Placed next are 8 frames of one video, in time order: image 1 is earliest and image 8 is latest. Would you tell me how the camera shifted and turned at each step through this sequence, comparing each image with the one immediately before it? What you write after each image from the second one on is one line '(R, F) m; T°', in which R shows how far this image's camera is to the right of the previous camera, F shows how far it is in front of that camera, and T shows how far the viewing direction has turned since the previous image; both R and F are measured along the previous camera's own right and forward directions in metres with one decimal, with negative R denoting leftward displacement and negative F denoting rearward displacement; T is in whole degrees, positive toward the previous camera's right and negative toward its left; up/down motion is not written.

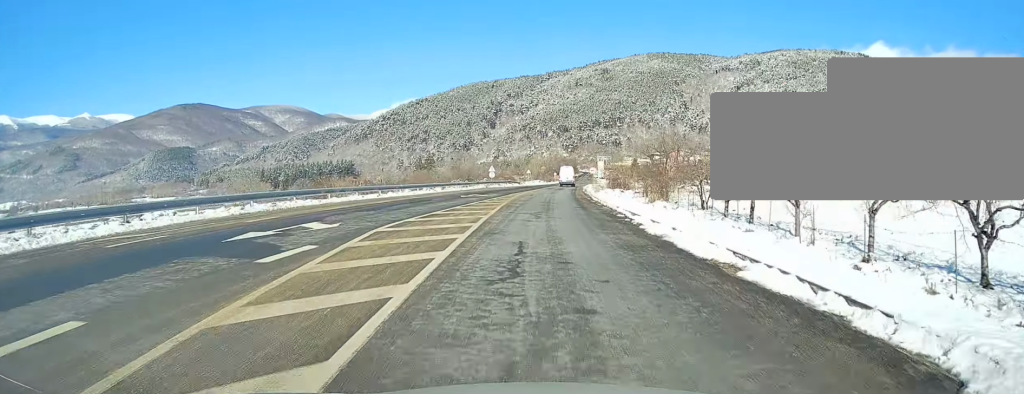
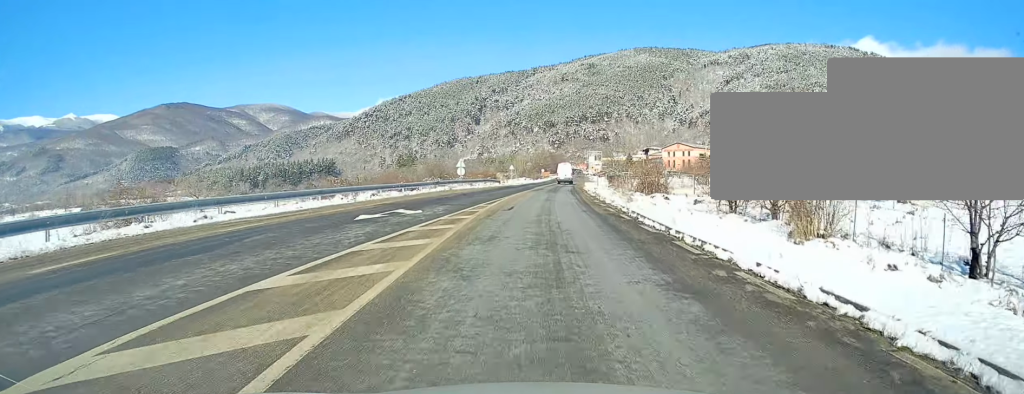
(+0.3, +20.1) m; +1°
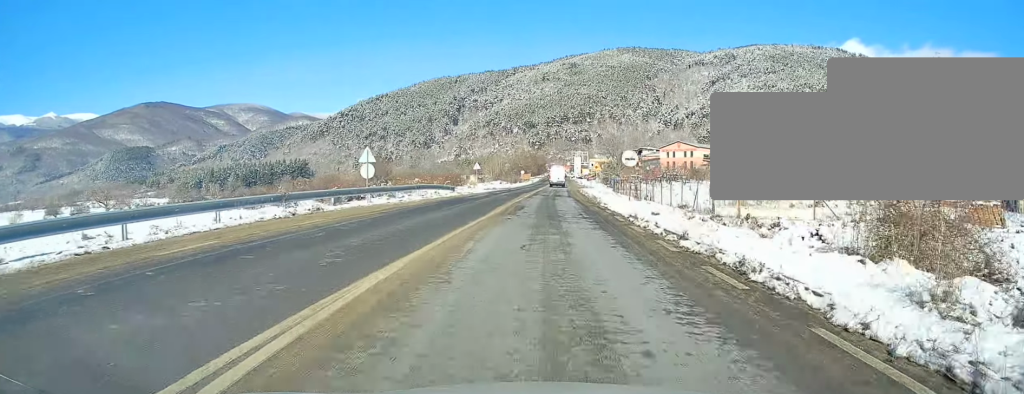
(+0.2, +27.0) m; +1°
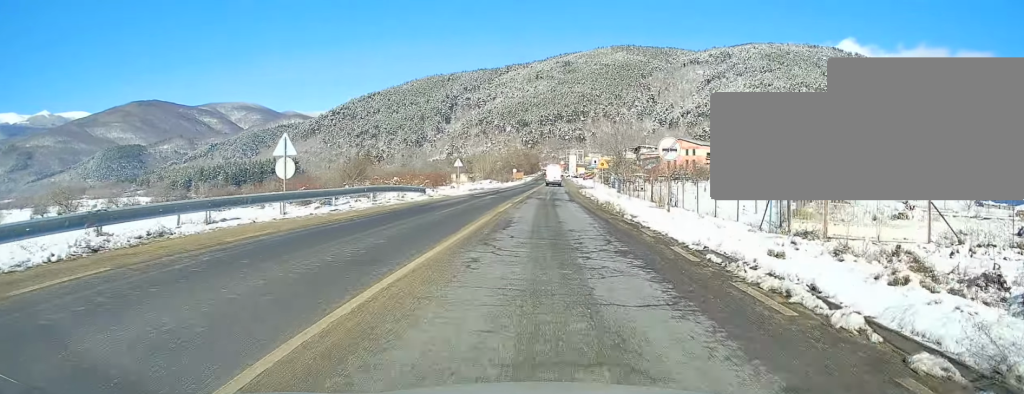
(+0.1, +9.5) m; +1°
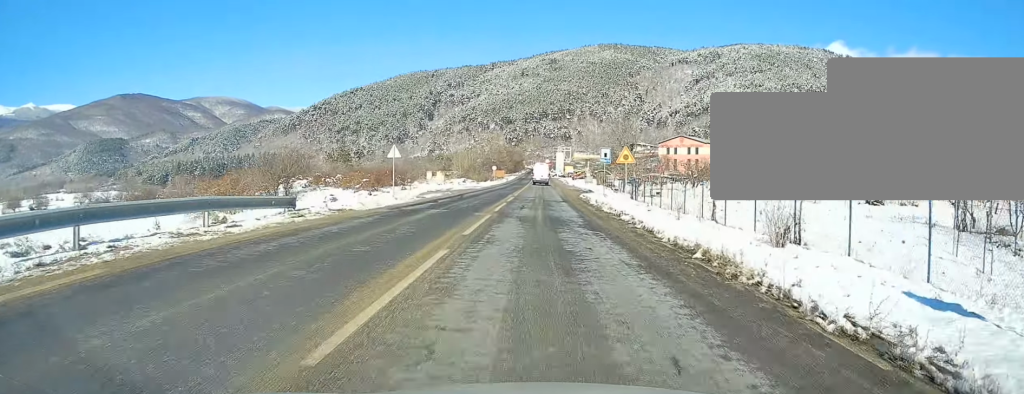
(+0.2, +17.8) m; +1°
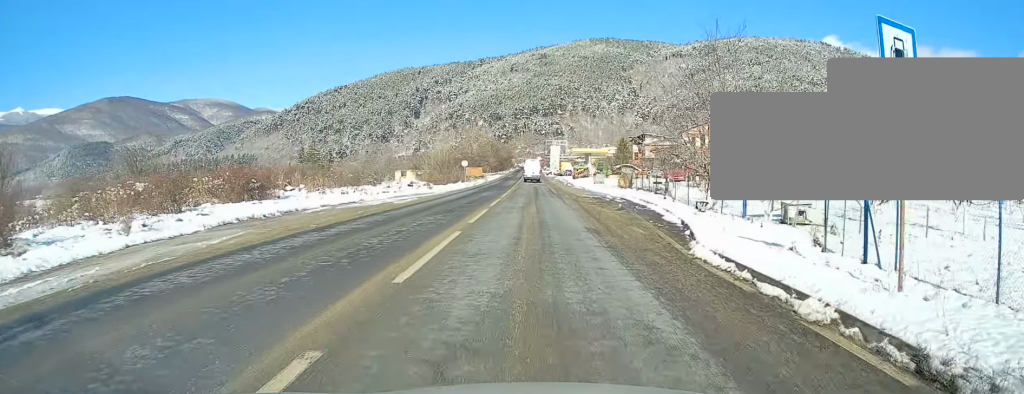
(+0.4, +32.5) m; 0°
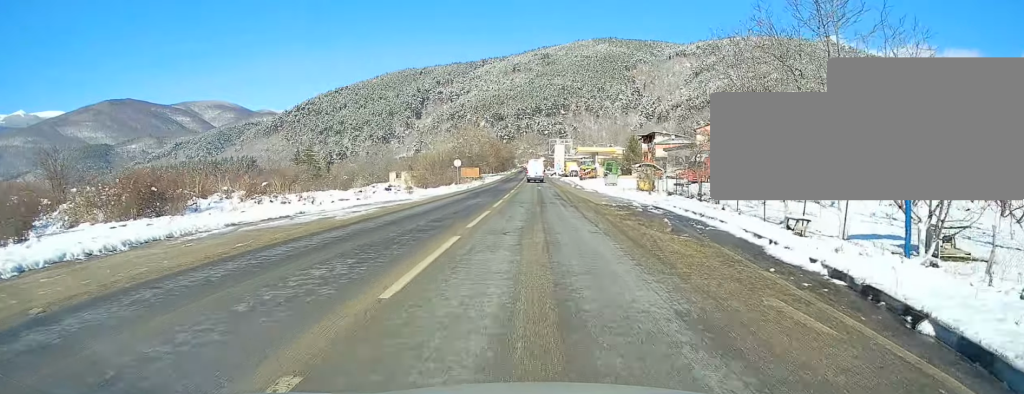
(-0.2, +9.5) m; 0°
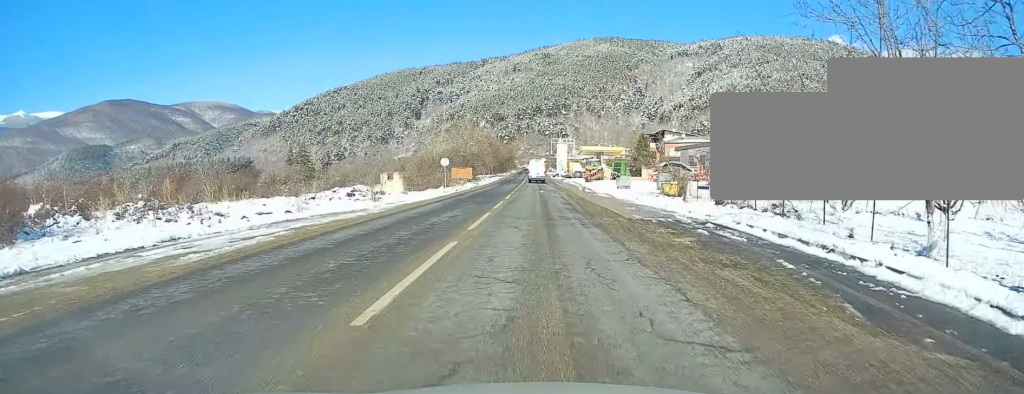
(-0.1, +9.5) m; 0°
